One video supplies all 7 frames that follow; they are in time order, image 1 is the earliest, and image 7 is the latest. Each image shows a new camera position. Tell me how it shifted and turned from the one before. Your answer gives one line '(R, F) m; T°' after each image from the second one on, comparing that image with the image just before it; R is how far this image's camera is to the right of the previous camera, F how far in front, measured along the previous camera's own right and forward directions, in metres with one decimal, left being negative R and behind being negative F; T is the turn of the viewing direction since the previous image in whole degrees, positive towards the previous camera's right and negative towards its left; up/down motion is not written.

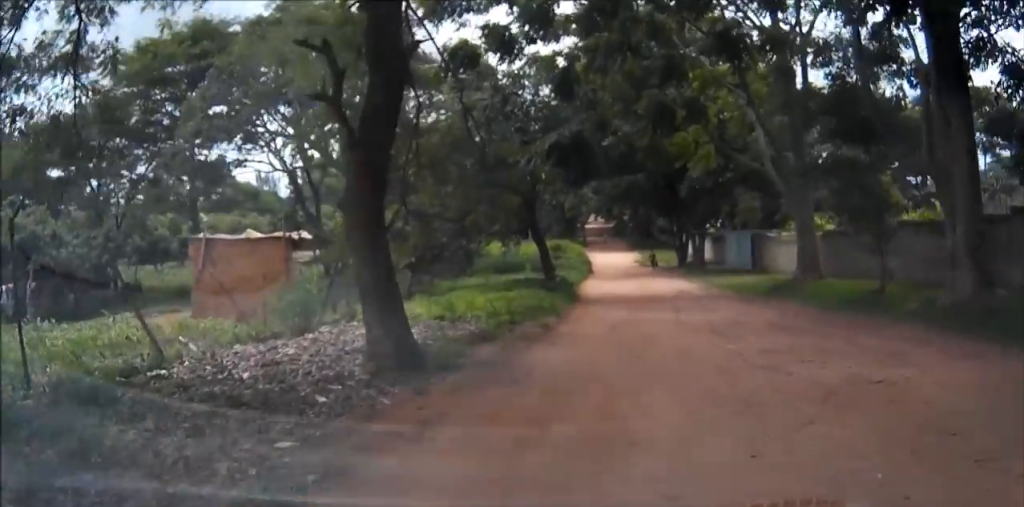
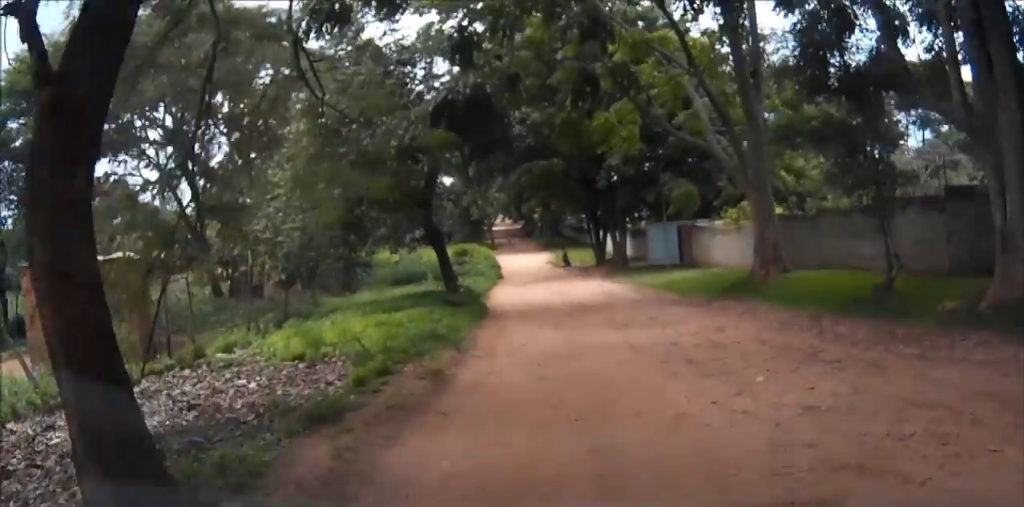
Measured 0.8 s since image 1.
(+0.3, +4.5) m; +4°
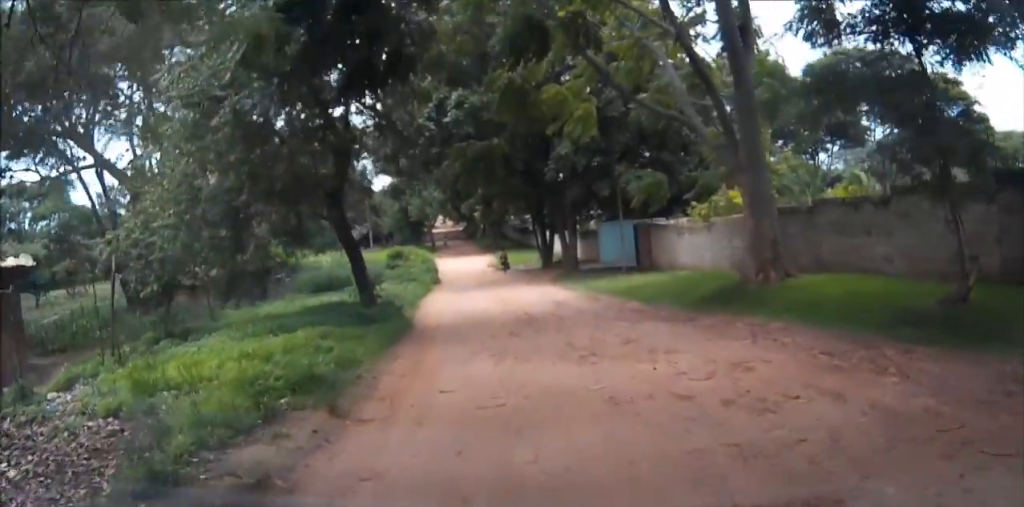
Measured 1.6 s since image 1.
(+0.1, +4.3) m; +1°
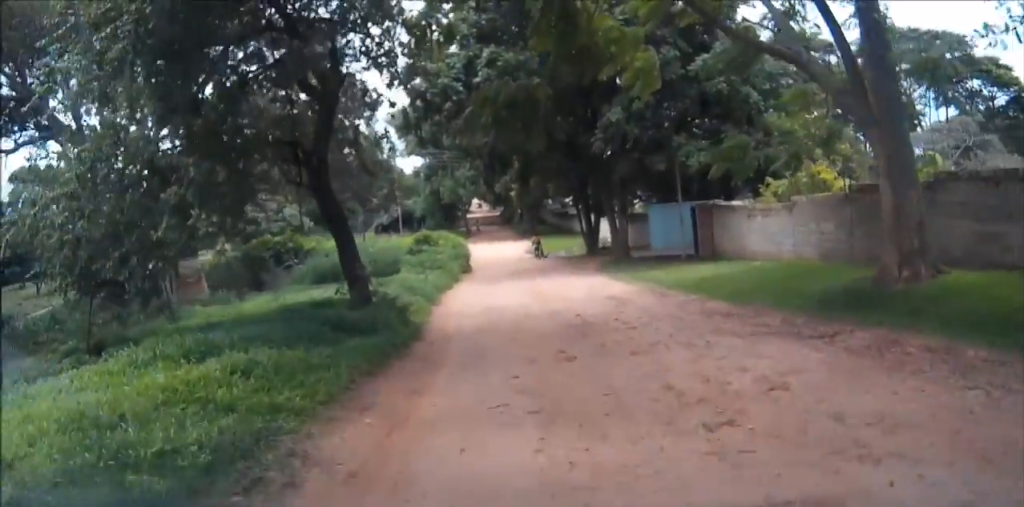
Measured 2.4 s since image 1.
(0.0, +4.9) m; -1°
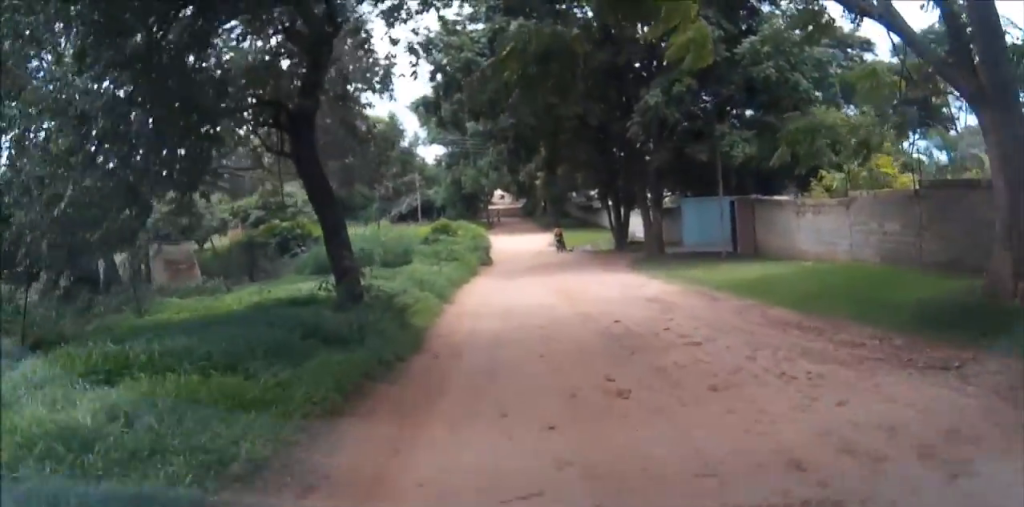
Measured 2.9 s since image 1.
(0.0, +2.6) m; -1°
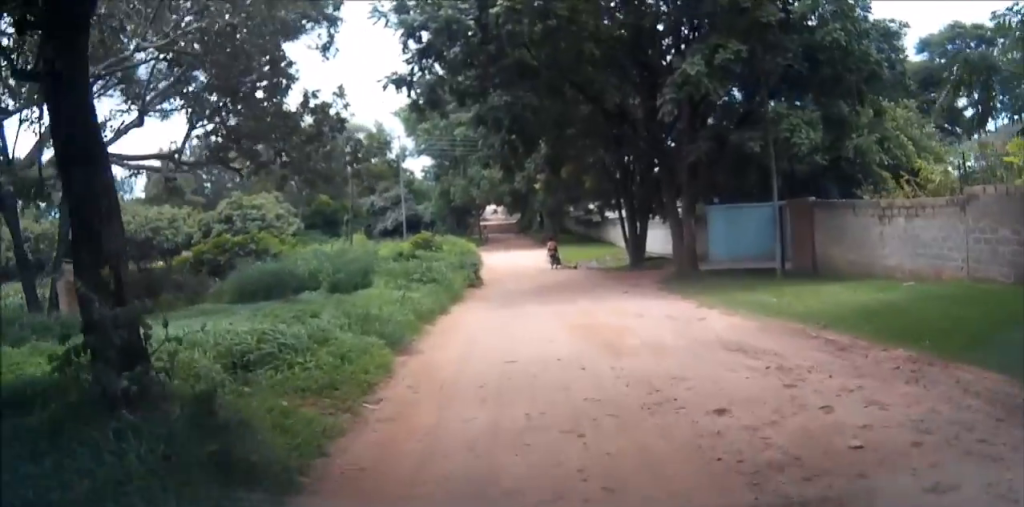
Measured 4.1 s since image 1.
(0.0, +6.1) m; +1°
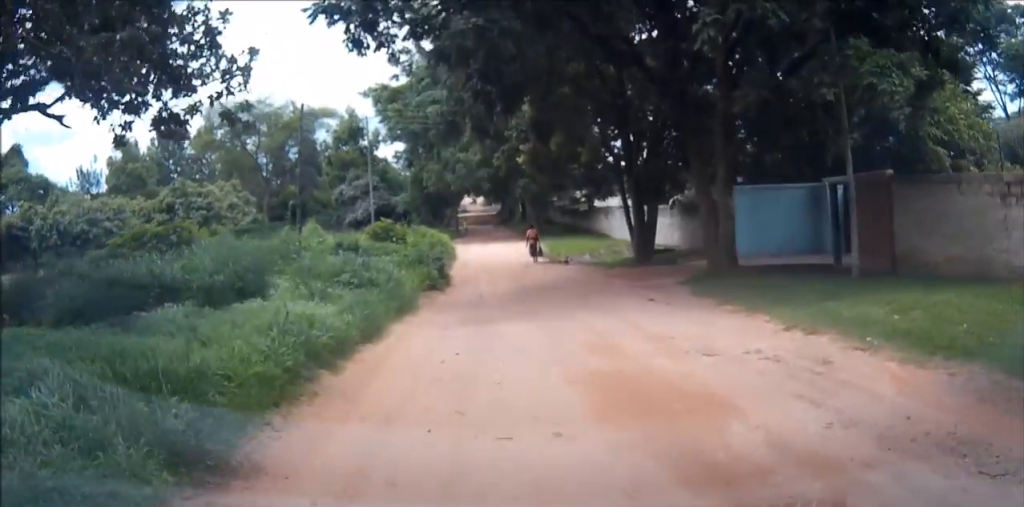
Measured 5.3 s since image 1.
(+0.2, +6.0) m; +1°
